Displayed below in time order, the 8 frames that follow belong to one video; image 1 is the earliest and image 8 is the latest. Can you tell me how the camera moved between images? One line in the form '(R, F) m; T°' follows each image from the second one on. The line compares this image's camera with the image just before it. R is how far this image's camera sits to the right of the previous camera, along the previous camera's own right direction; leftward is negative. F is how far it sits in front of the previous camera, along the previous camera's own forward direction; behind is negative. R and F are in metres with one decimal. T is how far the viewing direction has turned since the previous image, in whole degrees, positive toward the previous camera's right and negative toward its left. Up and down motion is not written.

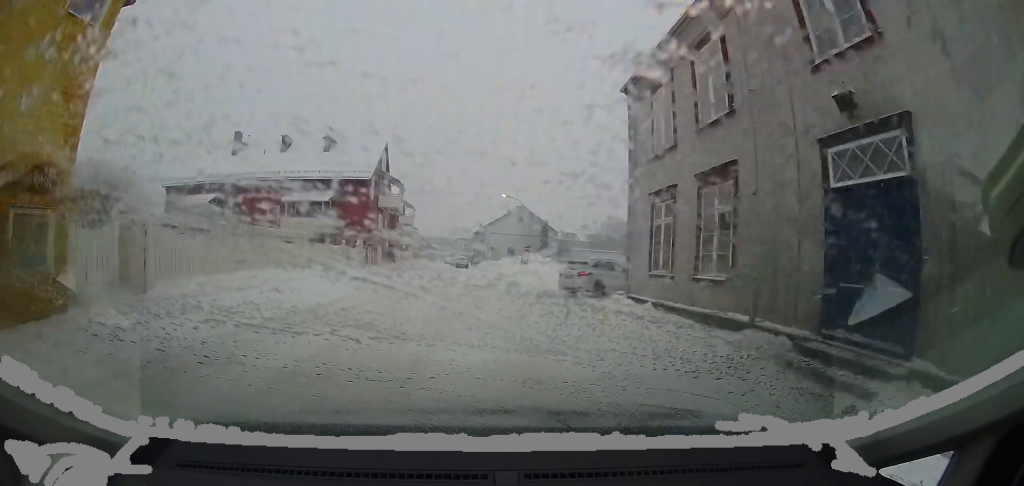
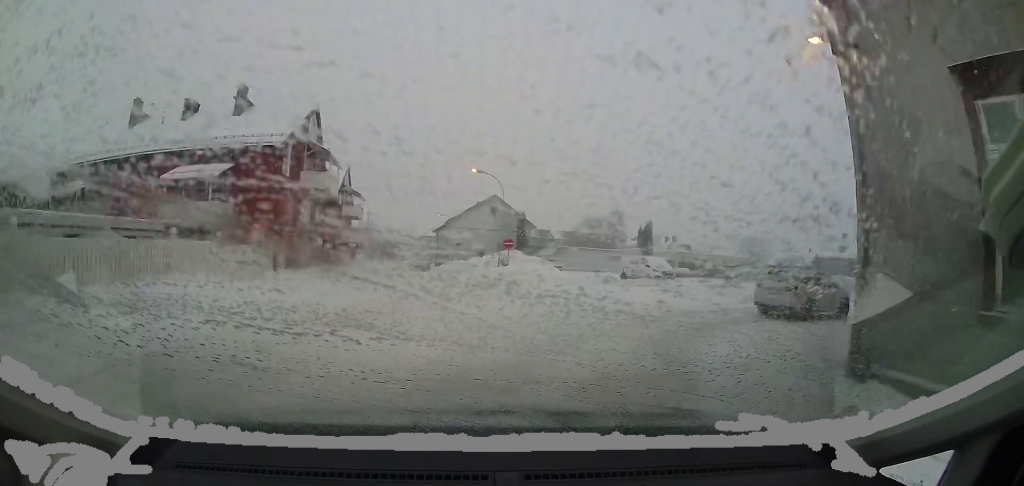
(+0.1, +9.7) m; +1°
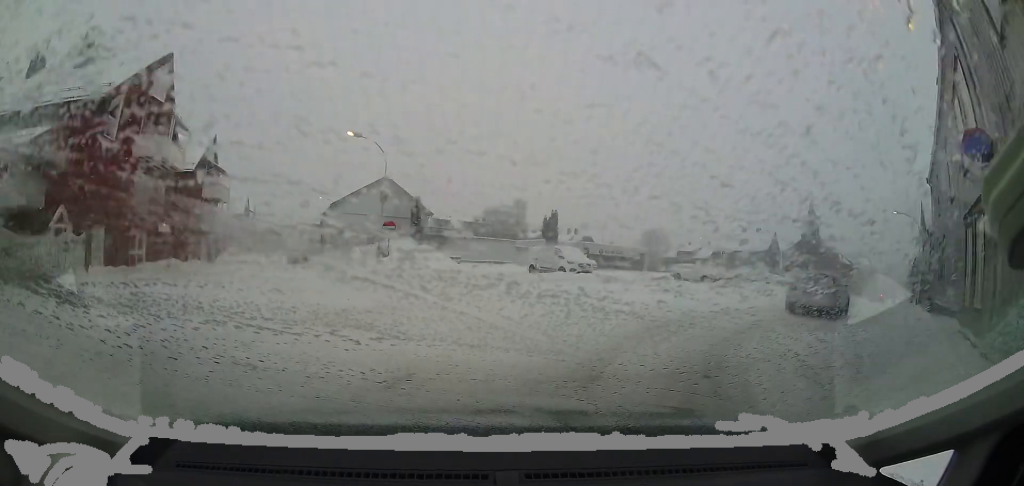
(-0.2, +4.9) m; +18°
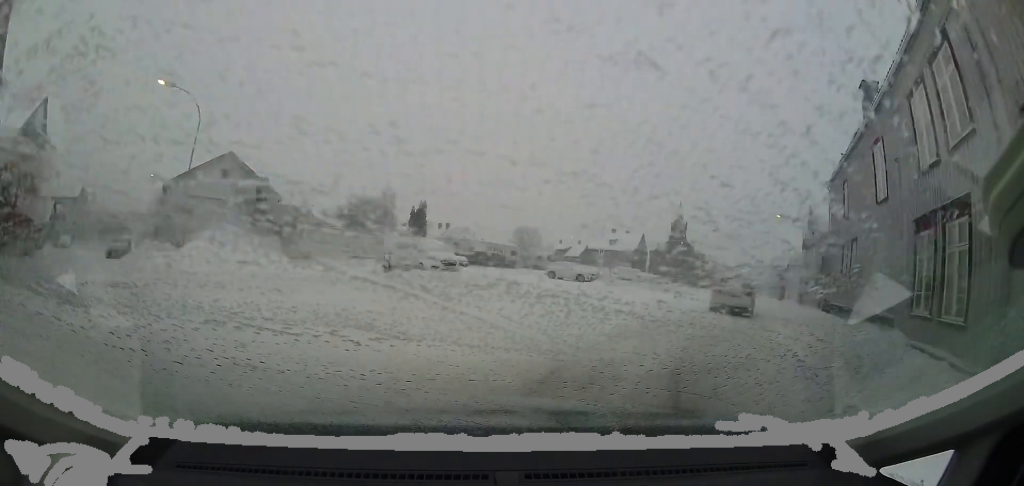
(+1.3, +3.2) m; +36°
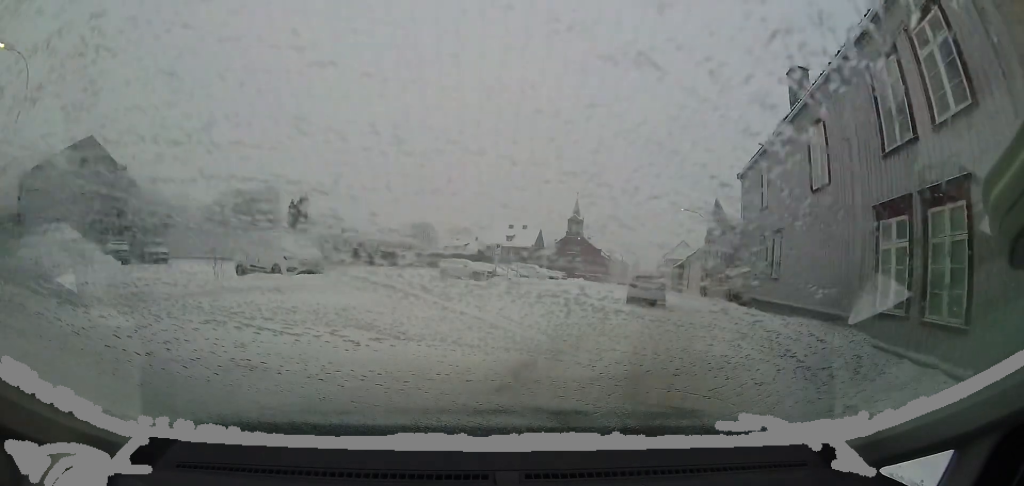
(+0.8, +2.7) m; +15°
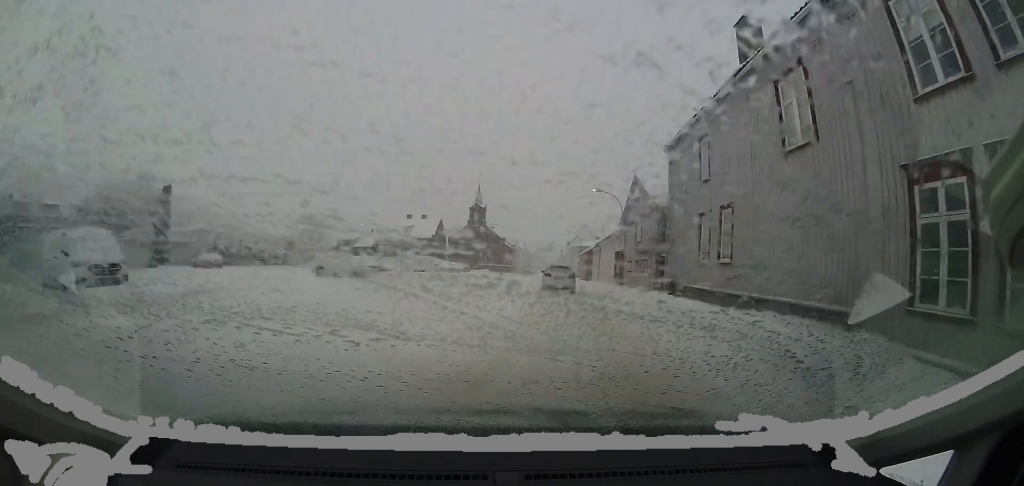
(+0.6, +3.9) m; +13°
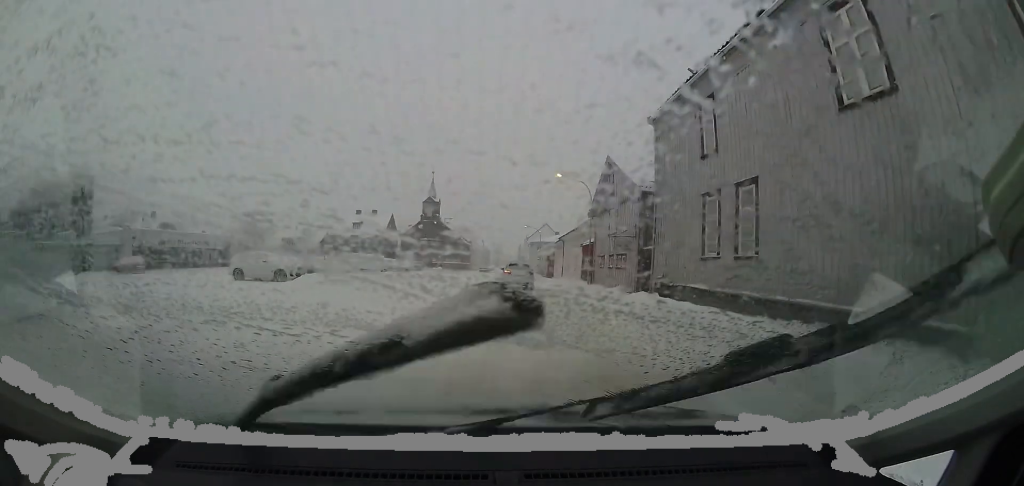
(+0.1, +3.4) m; +6°
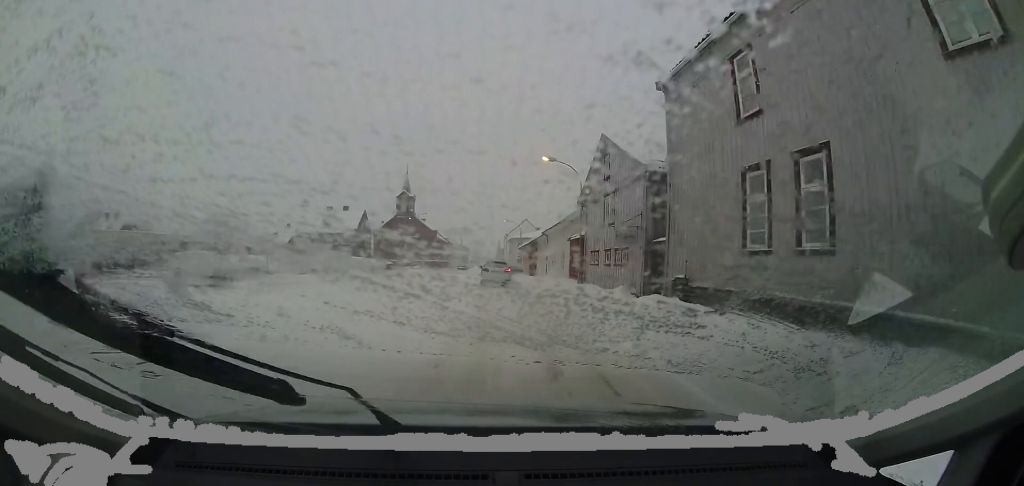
(+0.2, +3.0) m; +5°
